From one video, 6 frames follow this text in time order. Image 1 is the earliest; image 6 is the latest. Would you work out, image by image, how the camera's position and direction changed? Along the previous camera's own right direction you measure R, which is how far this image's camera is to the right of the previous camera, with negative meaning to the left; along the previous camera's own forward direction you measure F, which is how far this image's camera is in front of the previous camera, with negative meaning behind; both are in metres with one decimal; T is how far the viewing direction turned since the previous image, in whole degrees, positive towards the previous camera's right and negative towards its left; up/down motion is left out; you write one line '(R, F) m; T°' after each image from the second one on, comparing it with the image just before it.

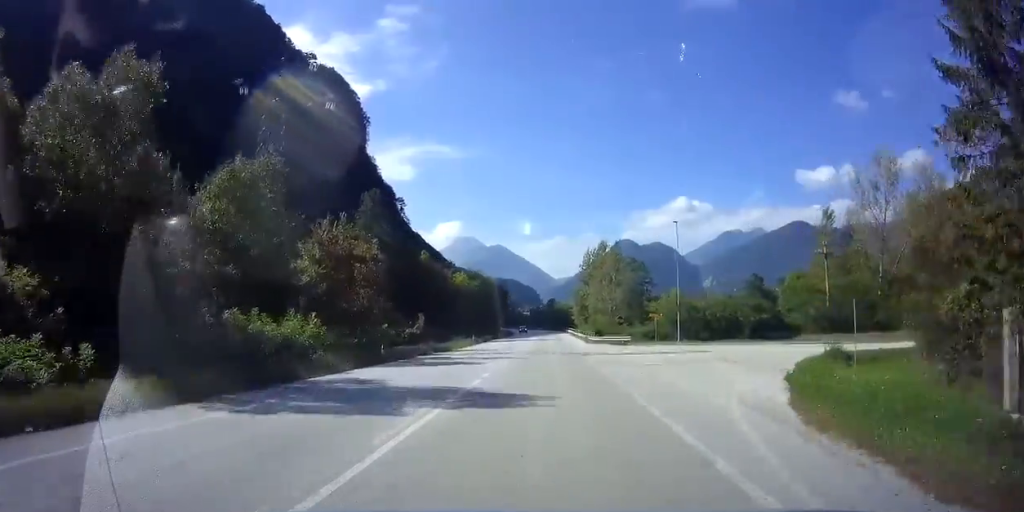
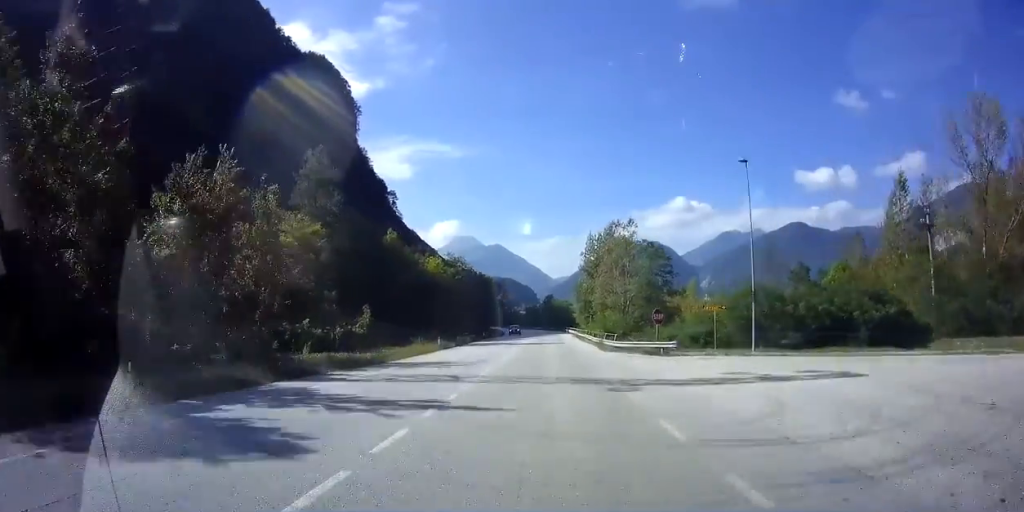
(0.0, +16.5) m; 0°
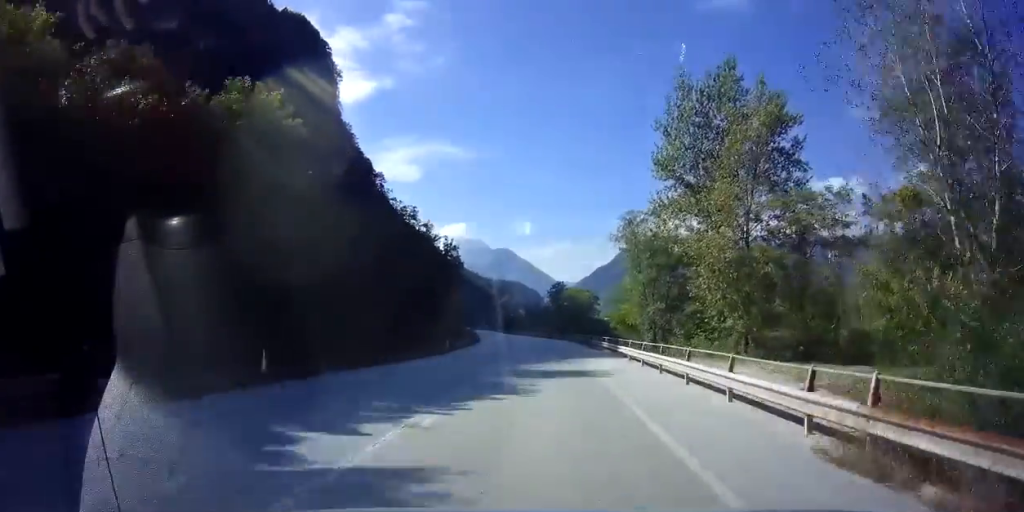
(-1.1, +56.7) m; -2°
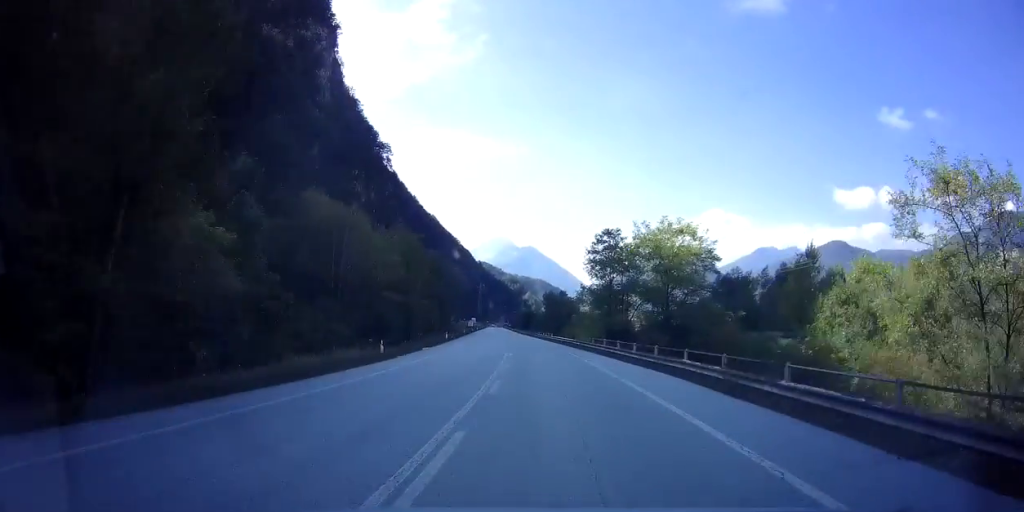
(-1.3, +47.9) m; -3°
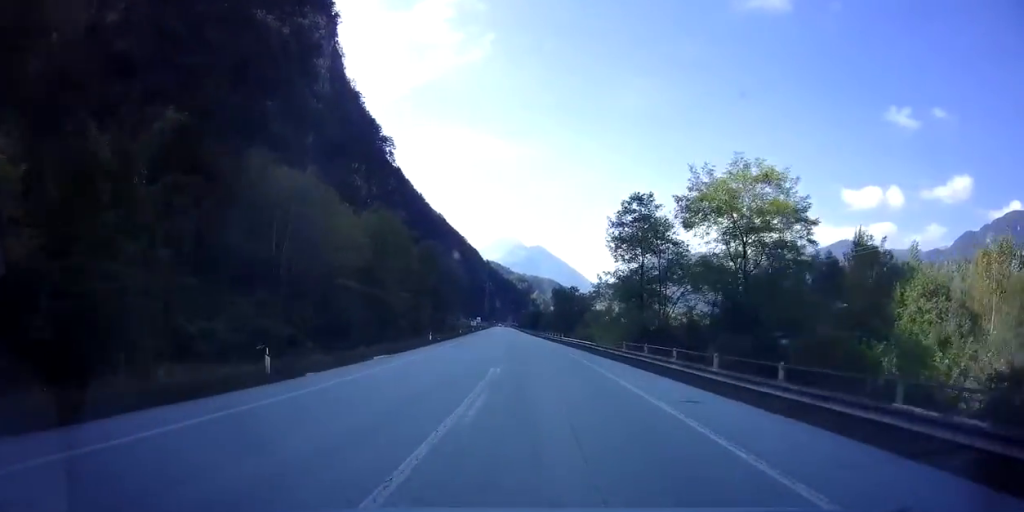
(-0.2, +11.8) m; -1°
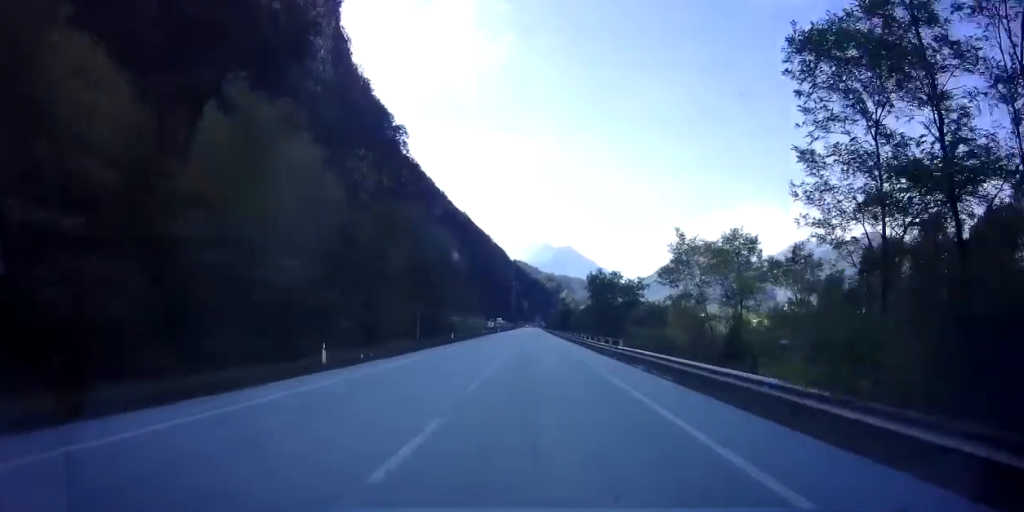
(-0.5, +24.8) m; -2°
